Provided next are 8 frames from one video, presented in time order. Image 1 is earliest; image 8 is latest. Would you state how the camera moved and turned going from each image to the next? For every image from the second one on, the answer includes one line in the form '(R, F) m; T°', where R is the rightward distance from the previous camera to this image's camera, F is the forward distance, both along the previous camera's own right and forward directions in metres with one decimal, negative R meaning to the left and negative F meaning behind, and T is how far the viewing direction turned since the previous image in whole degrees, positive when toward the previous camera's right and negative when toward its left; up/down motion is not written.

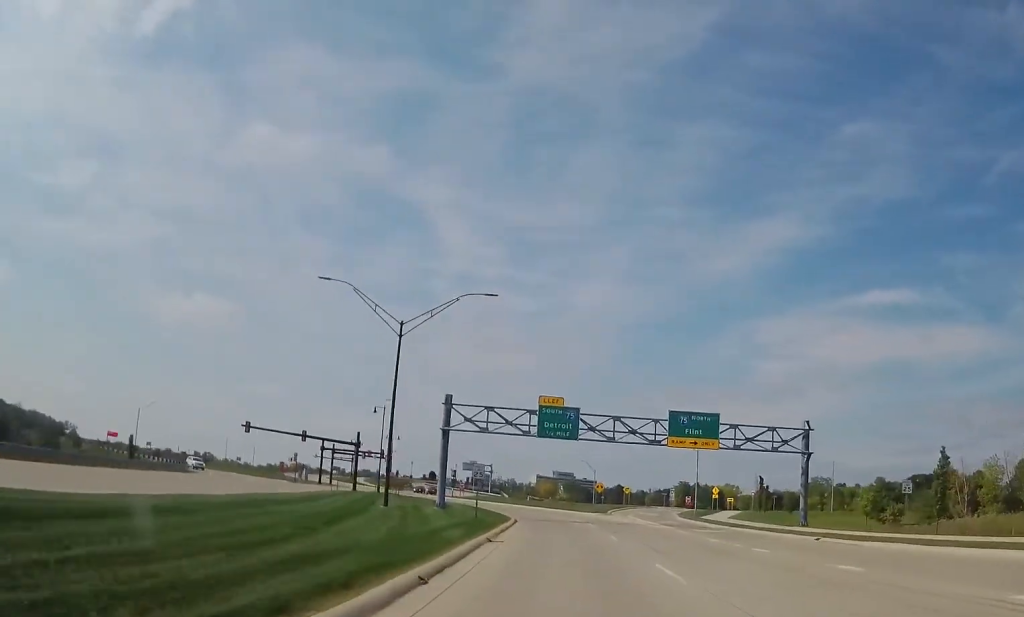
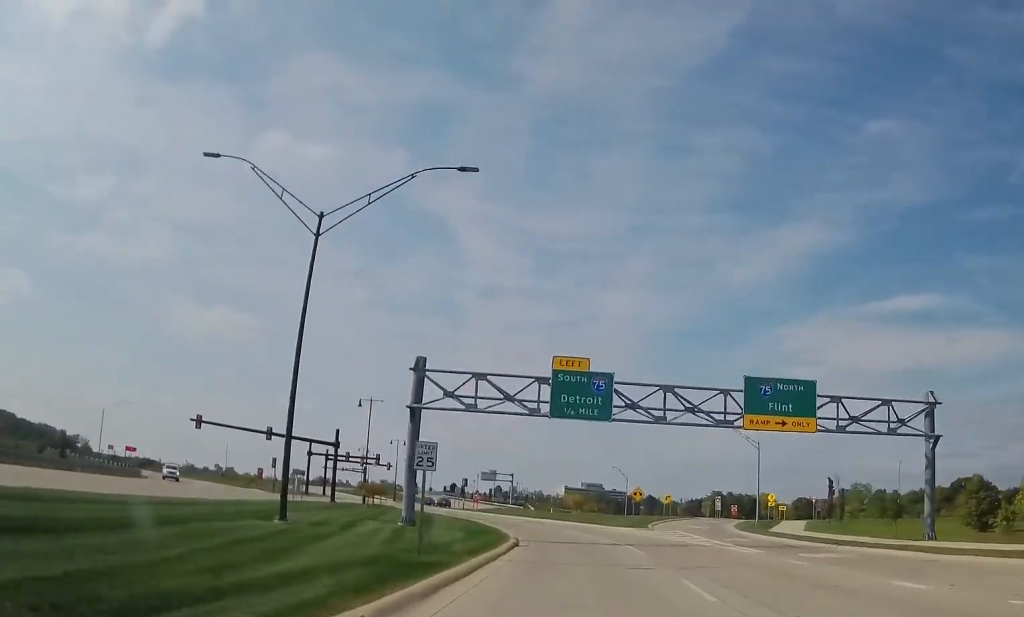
(-0.1, +17.4) m; -3°
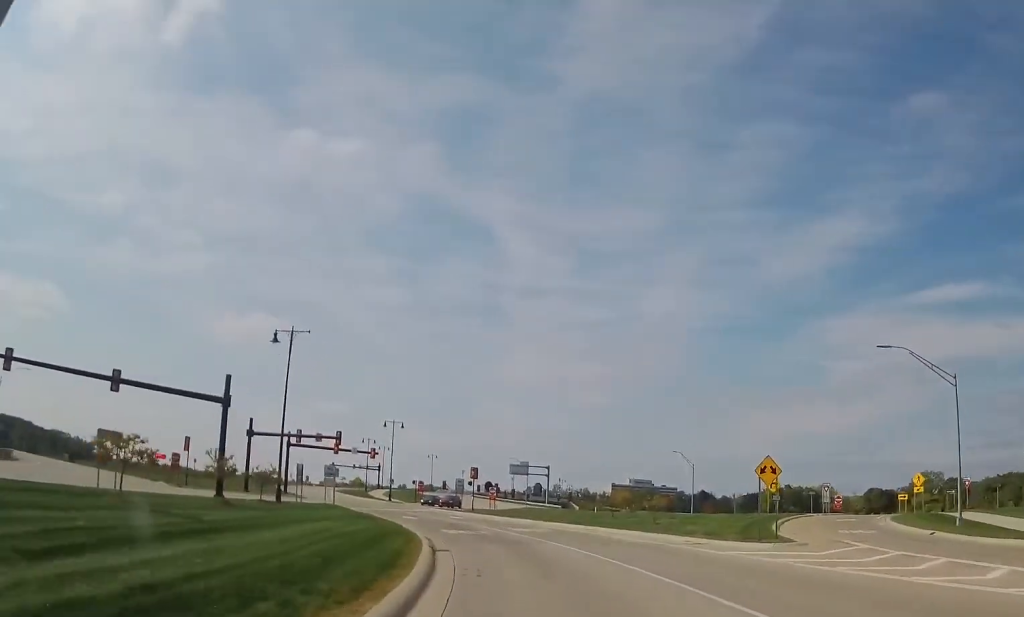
(-3.2, +30.7) m; -10°
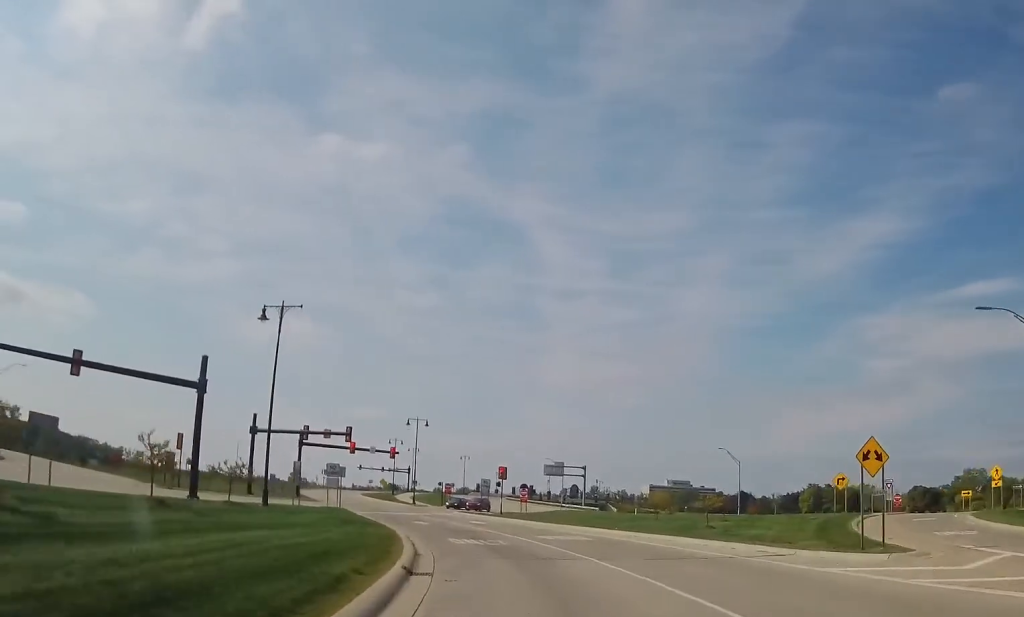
(0.0, +7.0) m; 0°
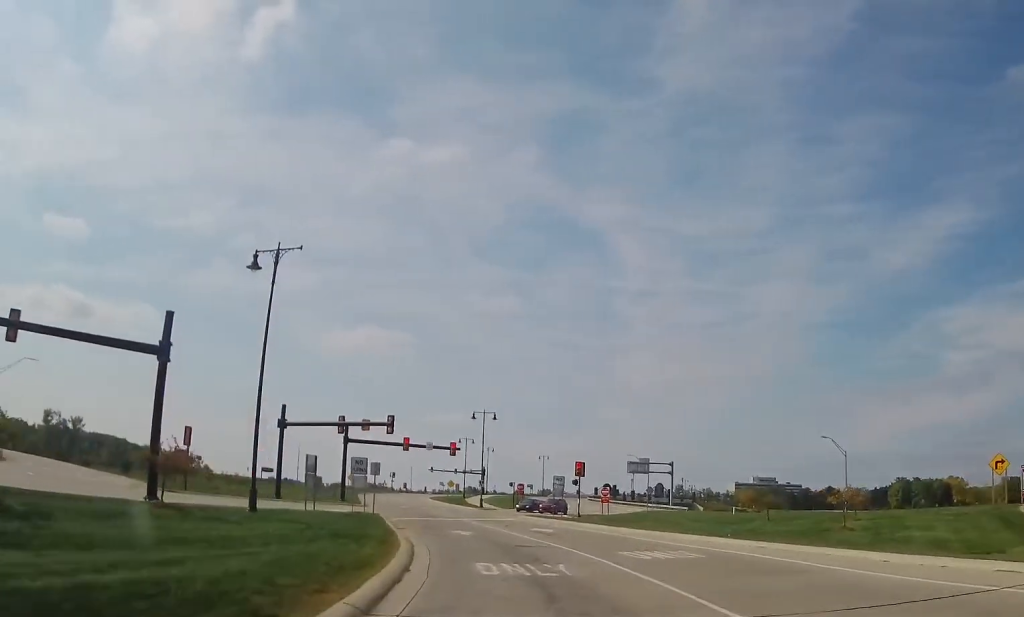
(0.0, +10.7) m; -3°
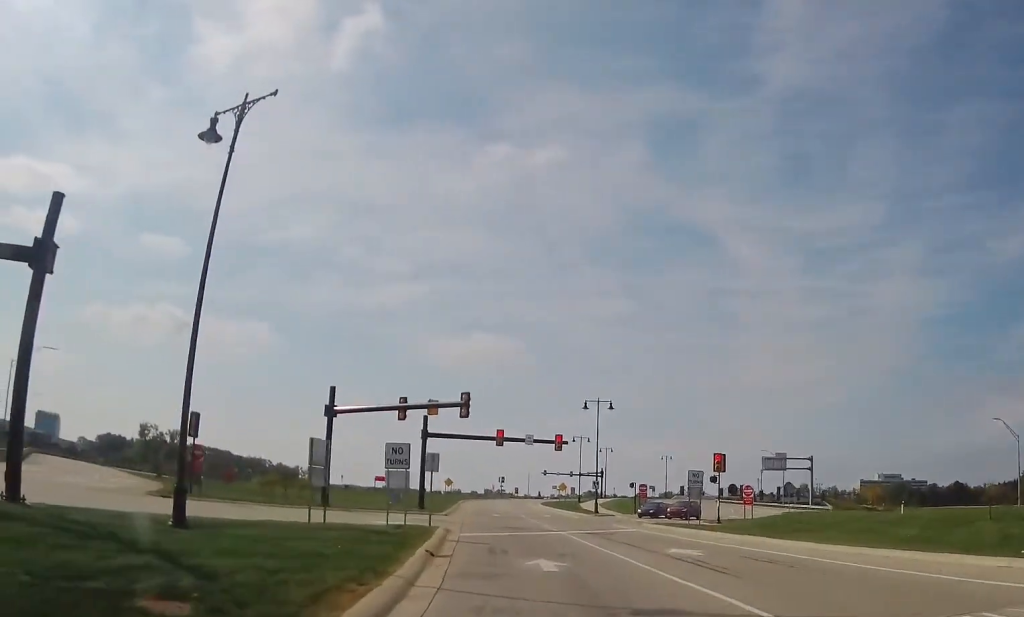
(-1.2, +13.6) m; -10°
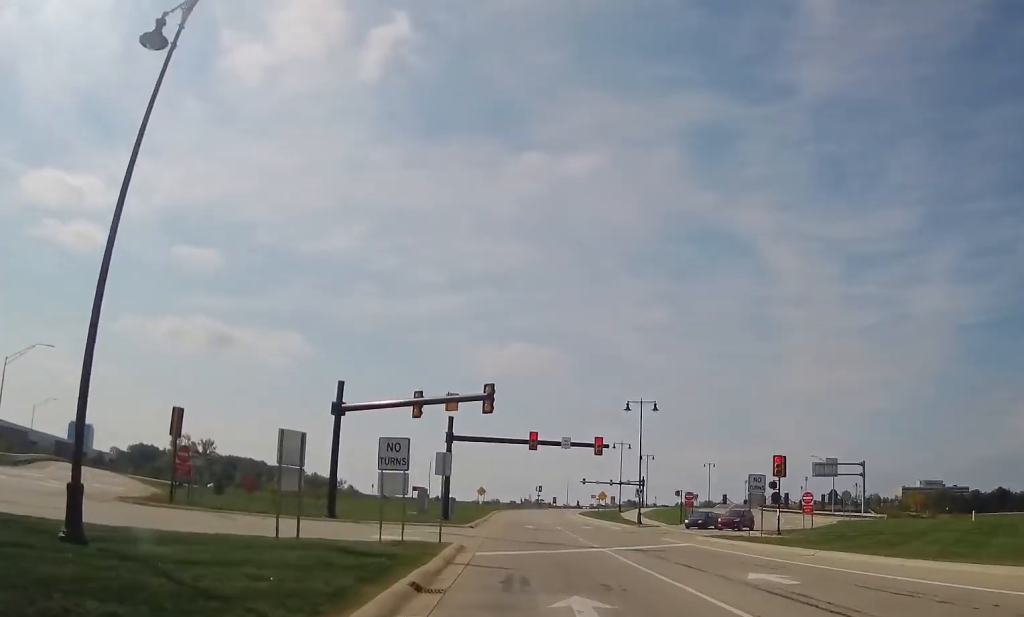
(-0.6, +5.8) m; -4°
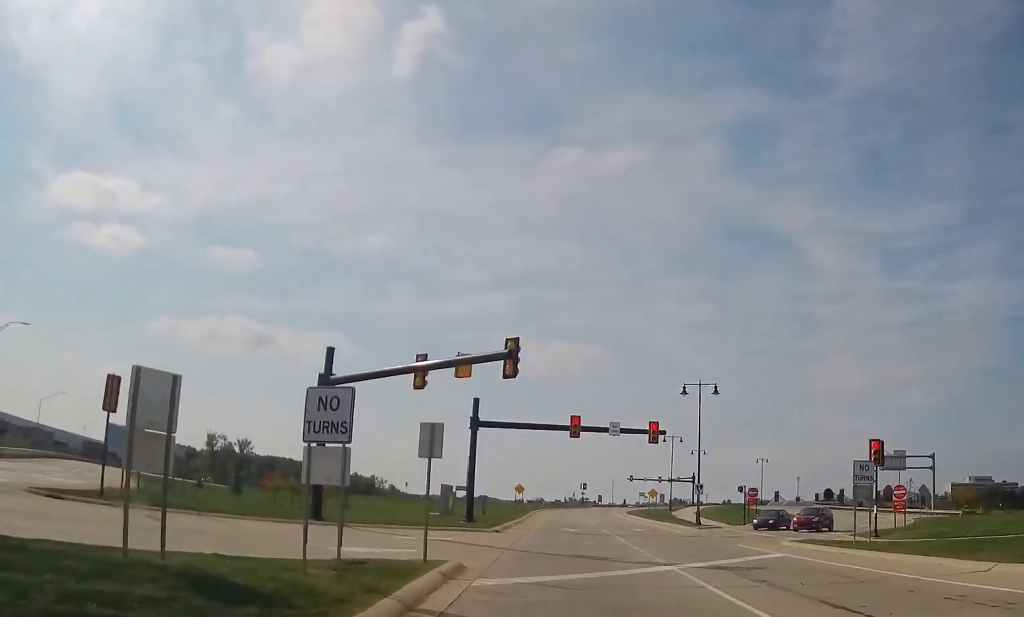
(+0.4, +8.4) m; -3°
